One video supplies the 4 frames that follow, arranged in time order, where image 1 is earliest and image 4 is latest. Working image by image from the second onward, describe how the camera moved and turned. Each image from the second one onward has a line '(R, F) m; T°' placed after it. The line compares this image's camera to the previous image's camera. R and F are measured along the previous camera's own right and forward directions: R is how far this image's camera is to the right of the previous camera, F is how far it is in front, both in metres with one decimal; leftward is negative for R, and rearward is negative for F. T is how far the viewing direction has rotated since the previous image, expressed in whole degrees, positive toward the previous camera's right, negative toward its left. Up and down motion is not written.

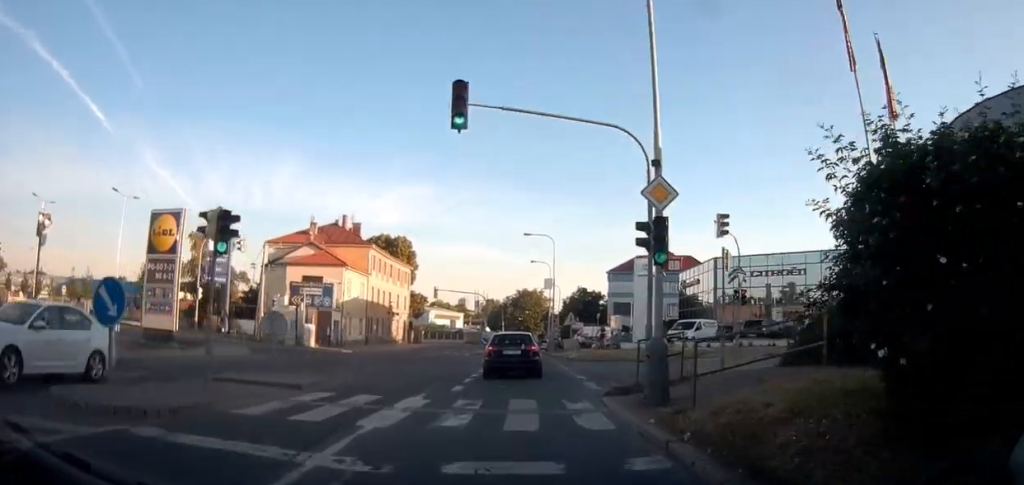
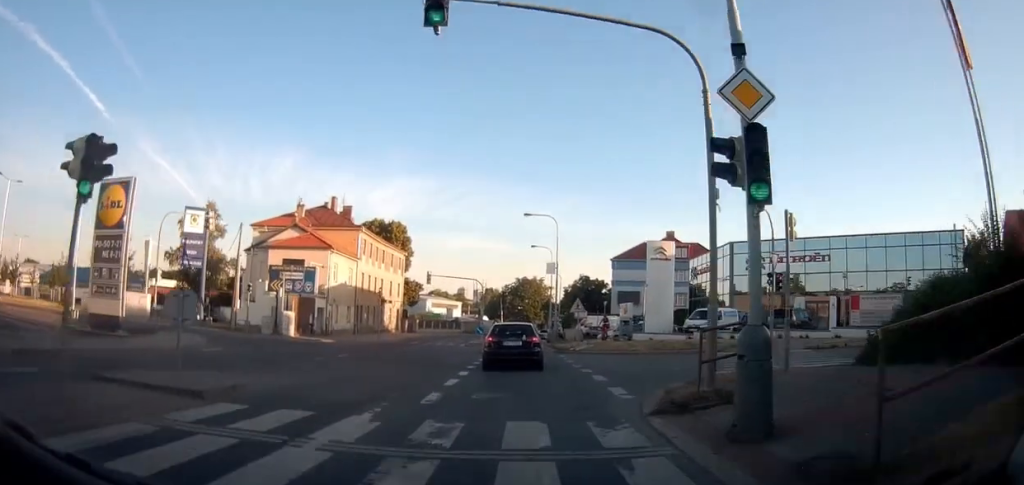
(+0.1, +4.4) m; 0°
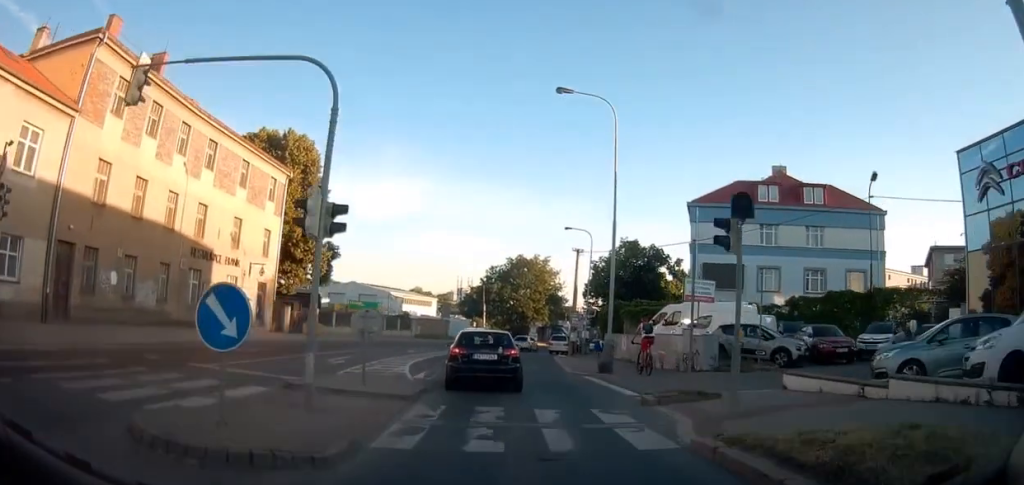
(-1.0, +44.4) m; -2°
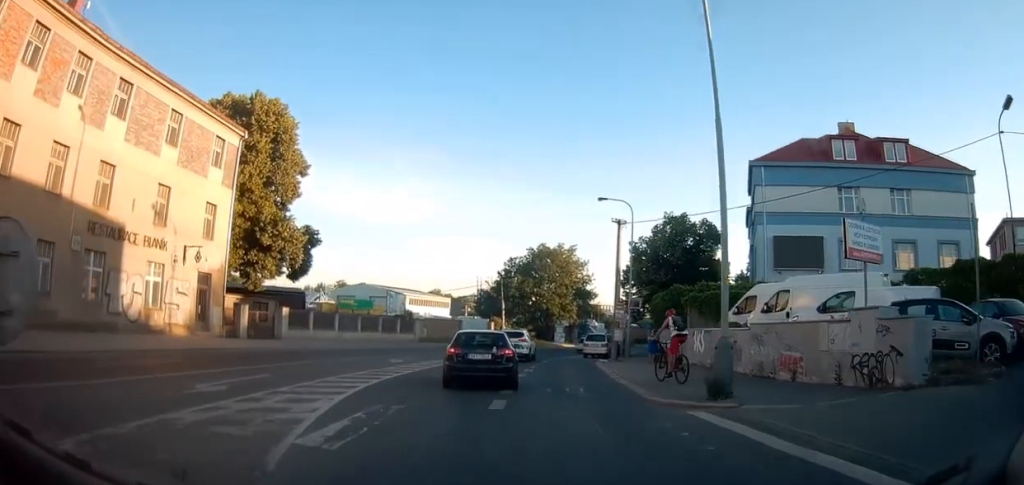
(-0.2, +10.3) m; -2°
